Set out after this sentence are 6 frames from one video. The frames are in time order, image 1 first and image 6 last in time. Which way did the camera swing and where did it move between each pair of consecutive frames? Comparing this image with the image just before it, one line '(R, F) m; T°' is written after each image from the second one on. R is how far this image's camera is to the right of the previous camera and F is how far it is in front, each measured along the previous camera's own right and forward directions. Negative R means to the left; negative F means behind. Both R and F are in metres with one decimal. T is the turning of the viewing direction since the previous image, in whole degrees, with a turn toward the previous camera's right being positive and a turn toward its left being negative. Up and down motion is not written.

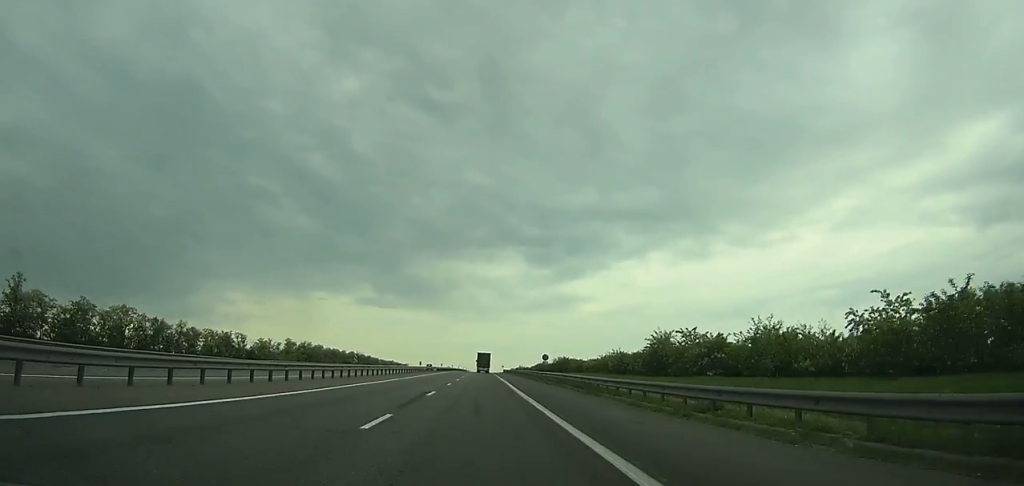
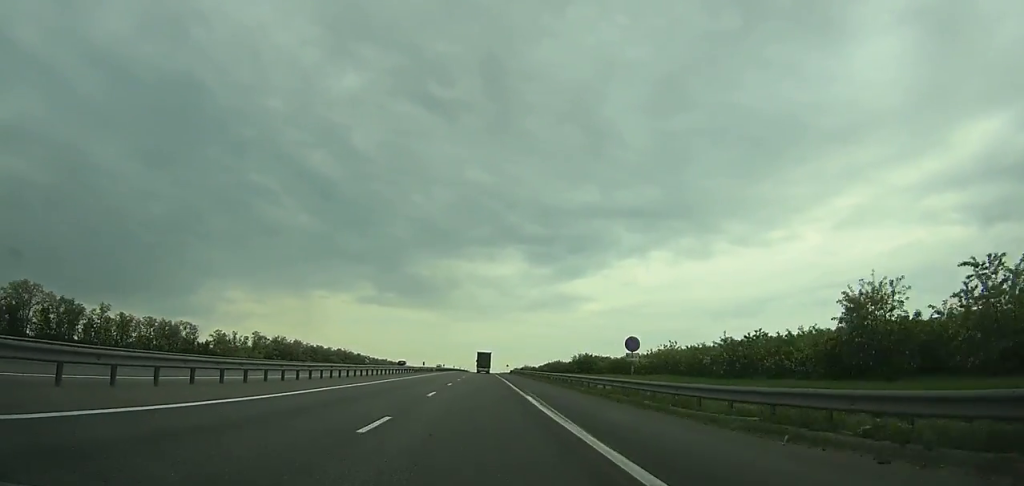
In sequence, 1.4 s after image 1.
(0.0, +36.7) m; 0°
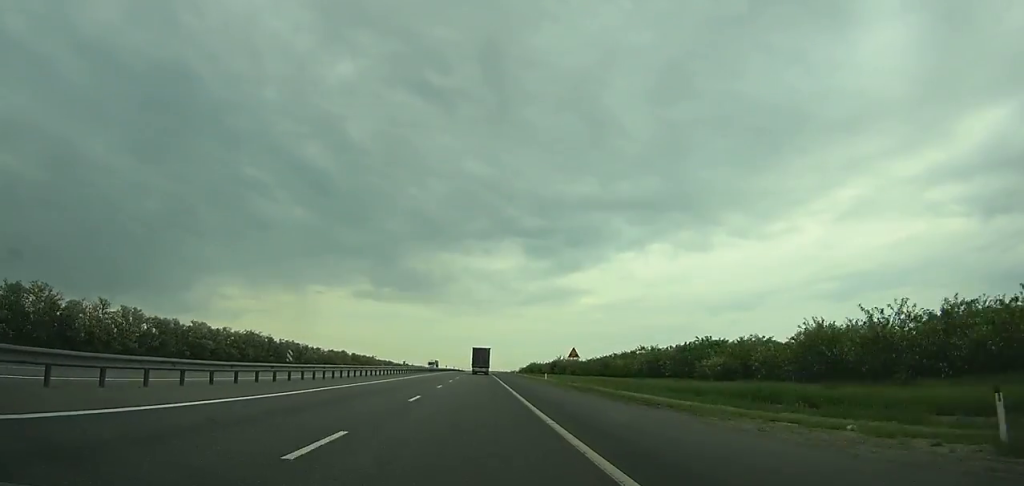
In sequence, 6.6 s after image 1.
(+0.5, +135.7) m; 0°
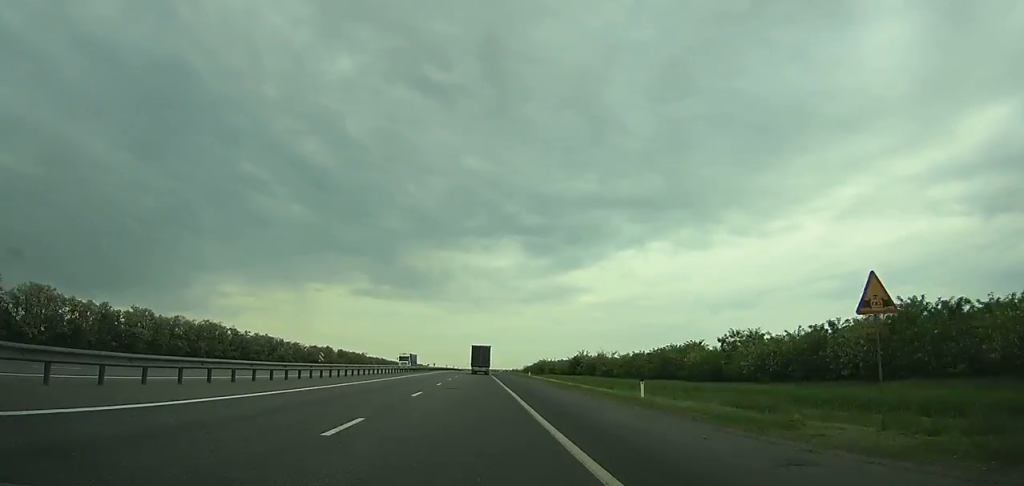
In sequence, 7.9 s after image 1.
(0.0, +33.8) m; 0°
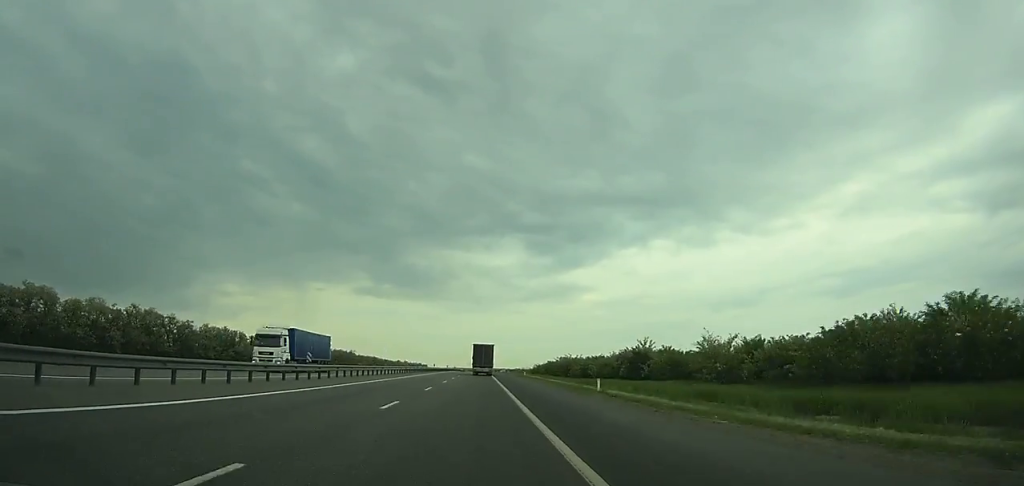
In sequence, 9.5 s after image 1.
(0.0, +41.3) m; 0°
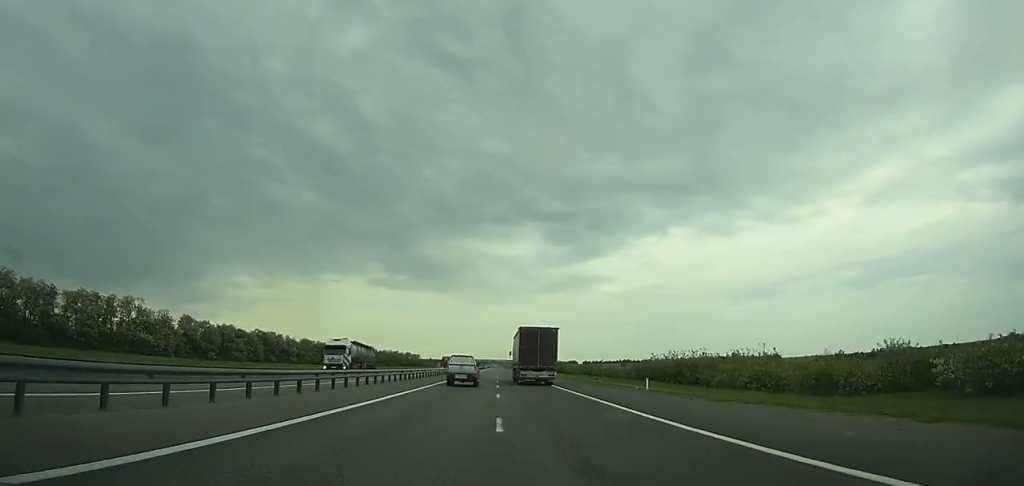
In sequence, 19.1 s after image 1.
(-2.9, +249.7) m; -1°
